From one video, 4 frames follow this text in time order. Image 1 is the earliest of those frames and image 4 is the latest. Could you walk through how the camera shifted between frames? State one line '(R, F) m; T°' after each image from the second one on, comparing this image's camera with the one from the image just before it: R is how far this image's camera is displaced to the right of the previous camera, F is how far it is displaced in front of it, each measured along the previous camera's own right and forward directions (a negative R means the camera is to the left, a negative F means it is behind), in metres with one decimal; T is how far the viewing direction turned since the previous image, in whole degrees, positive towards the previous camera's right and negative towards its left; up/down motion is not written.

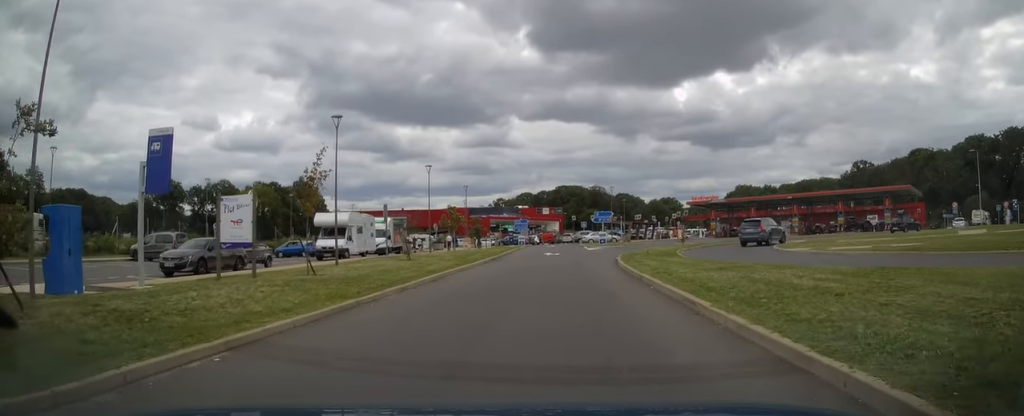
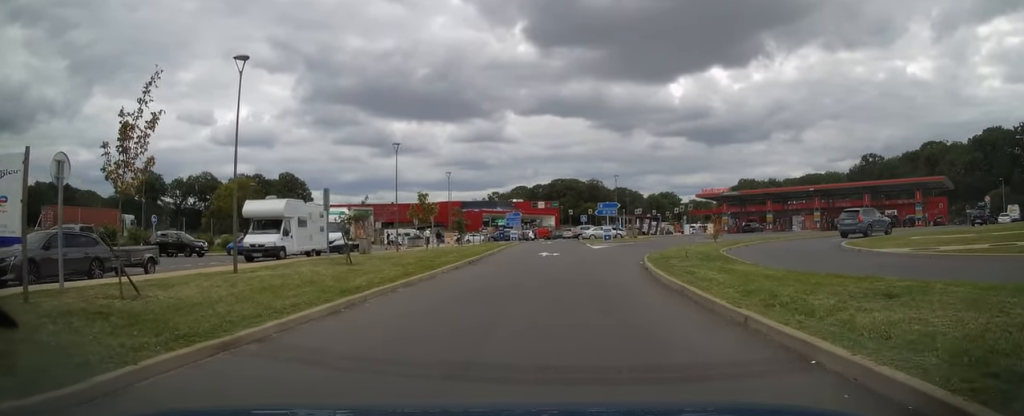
(+0.1, +9.4) m; +1°
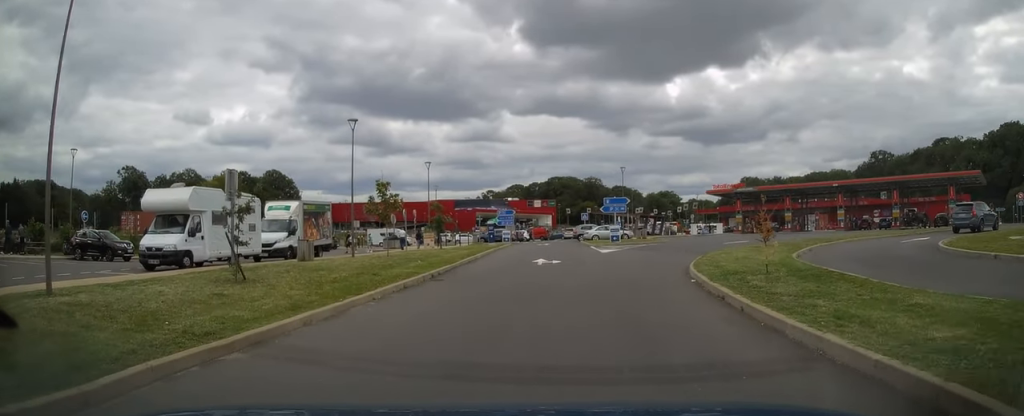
(0.0, +8.7) m; 0°
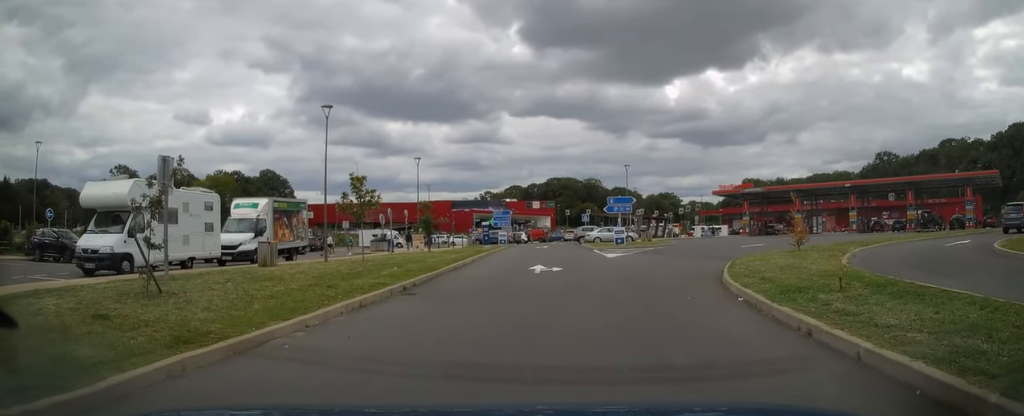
(0.0, +4.0) m; 0°
